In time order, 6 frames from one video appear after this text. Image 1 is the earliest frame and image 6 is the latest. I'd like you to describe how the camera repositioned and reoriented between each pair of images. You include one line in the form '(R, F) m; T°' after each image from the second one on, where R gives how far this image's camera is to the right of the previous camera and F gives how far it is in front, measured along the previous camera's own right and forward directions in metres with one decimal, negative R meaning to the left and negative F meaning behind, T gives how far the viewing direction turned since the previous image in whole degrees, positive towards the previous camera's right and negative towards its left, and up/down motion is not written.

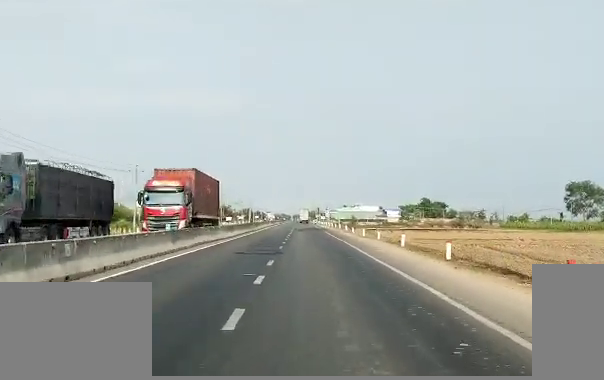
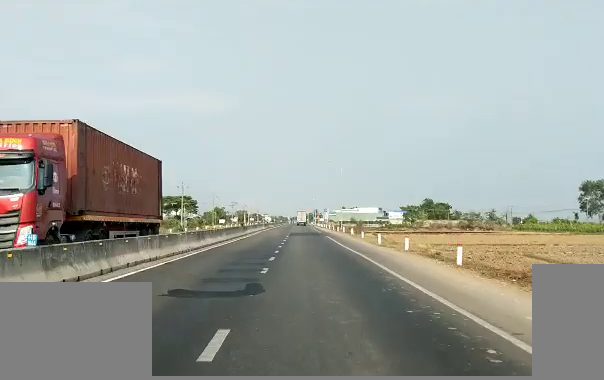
(0.0, +14.1) m; 0°
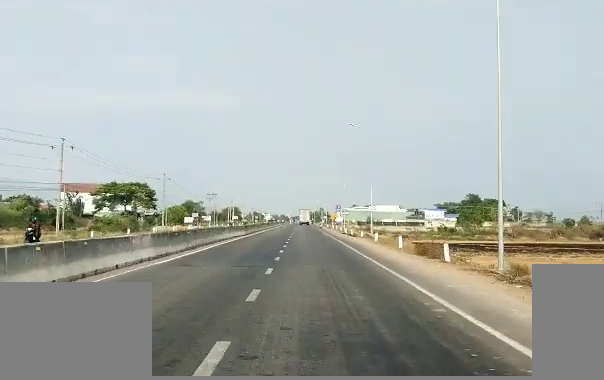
(+1.2, +78.5) m; 0°
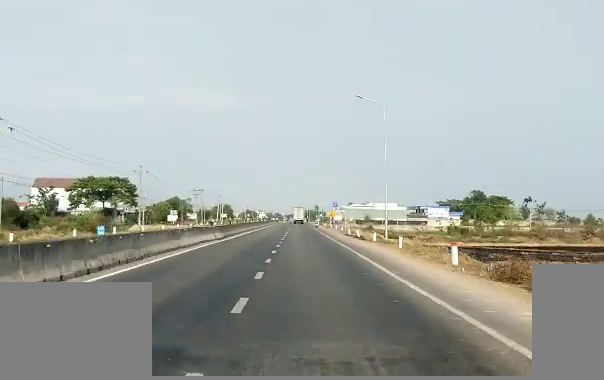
(0.0, +13.3) m; 0°
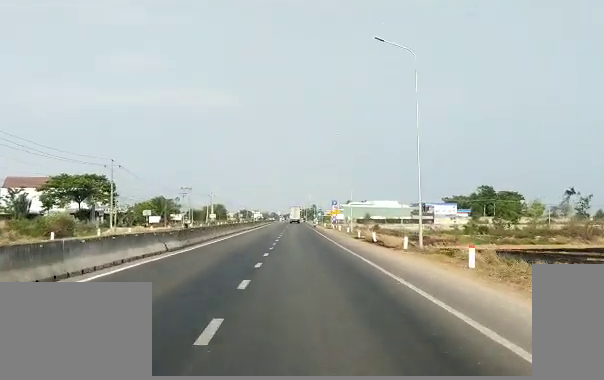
(-0.1, +14.0) m; 0°
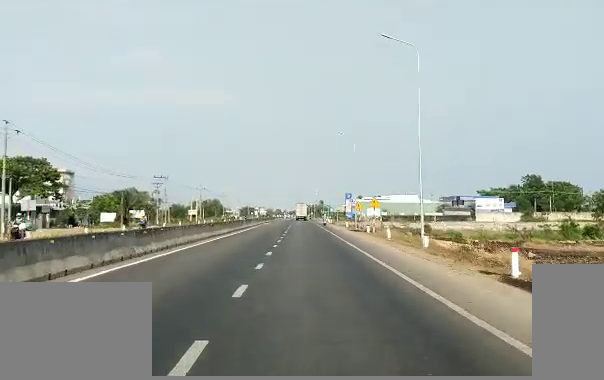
(-0.3, +37.0) m; -2°
